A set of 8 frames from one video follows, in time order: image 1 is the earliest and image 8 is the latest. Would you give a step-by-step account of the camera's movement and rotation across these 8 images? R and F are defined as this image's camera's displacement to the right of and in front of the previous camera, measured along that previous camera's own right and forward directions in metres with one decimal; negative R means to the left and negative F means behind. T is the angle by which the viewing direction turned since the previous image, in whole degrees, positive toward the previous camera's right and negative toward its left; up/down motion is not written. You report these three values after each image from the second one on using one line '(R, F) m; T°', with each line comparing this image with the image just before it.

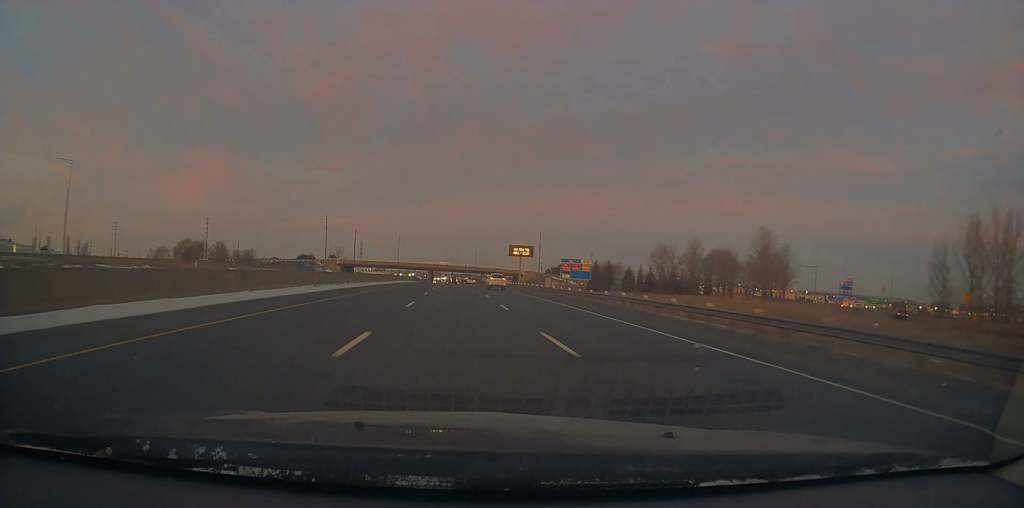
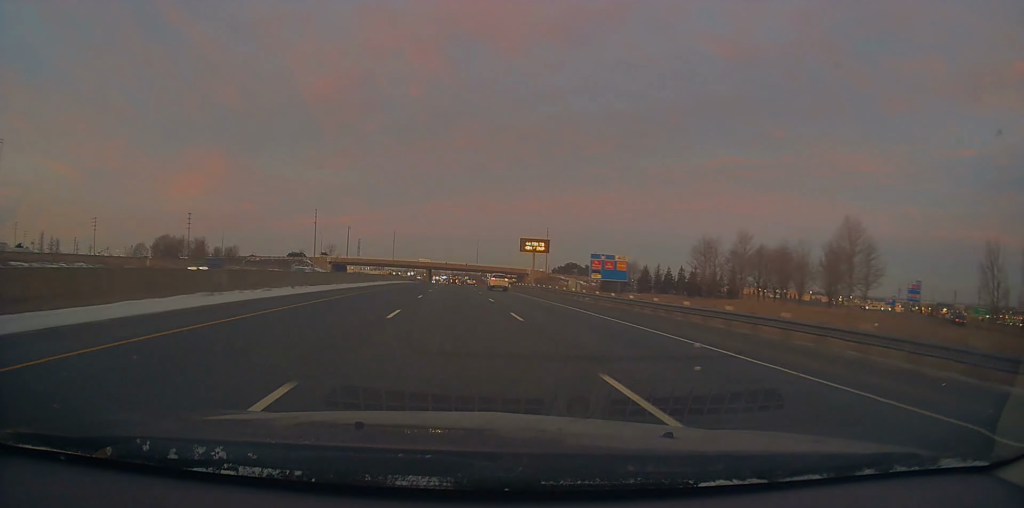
(-0.2, +16.9) m; 0°
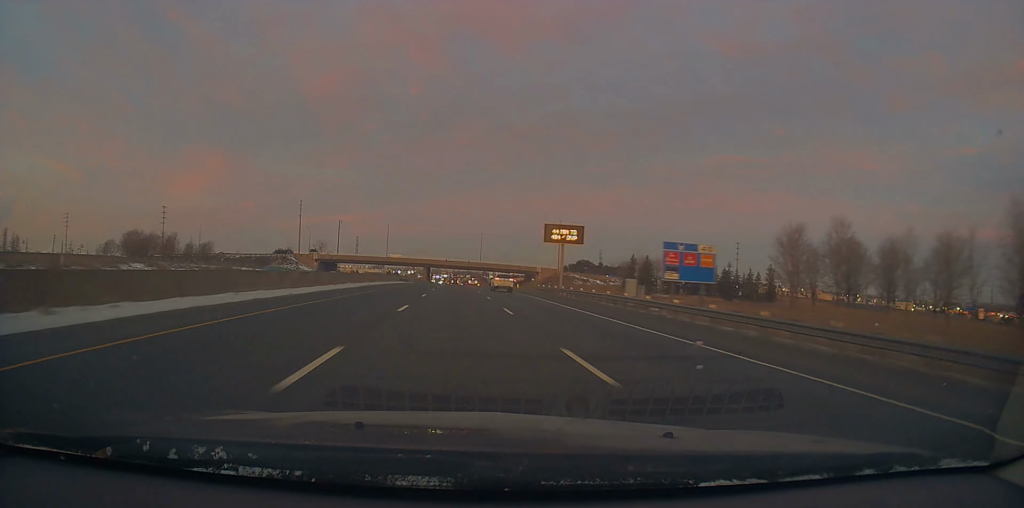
(+0.1, +21.4) m; +1°
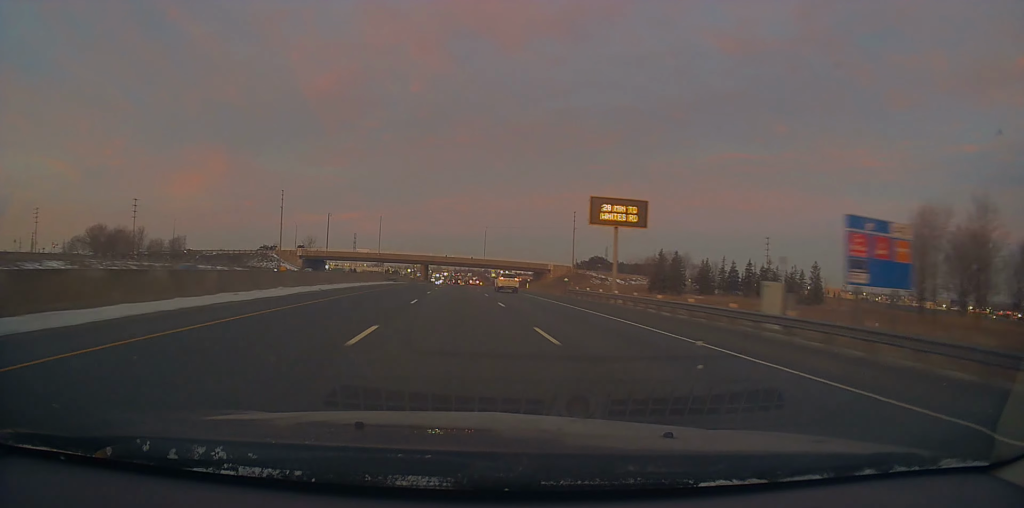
(+0.1, +20.3) m; 0°
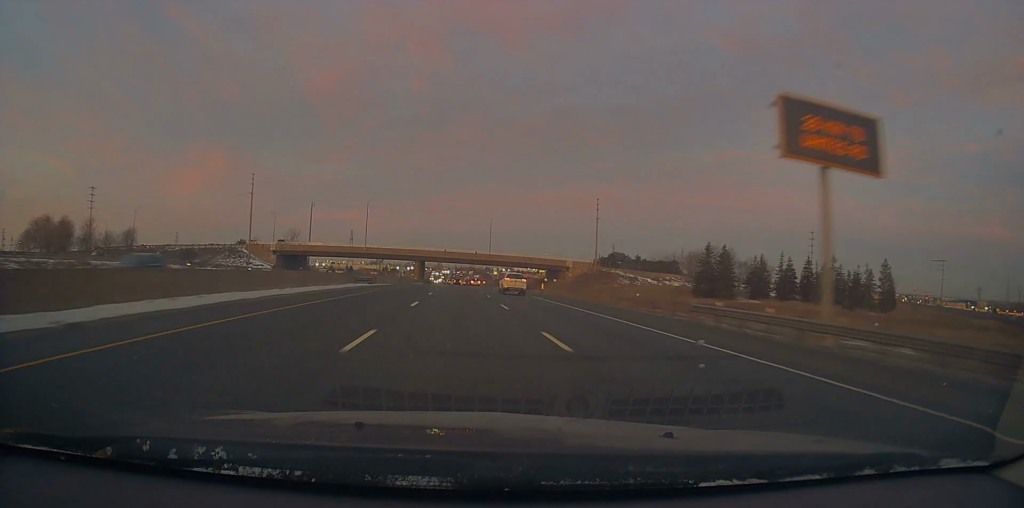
(+0.2, +25.0) m; 0°
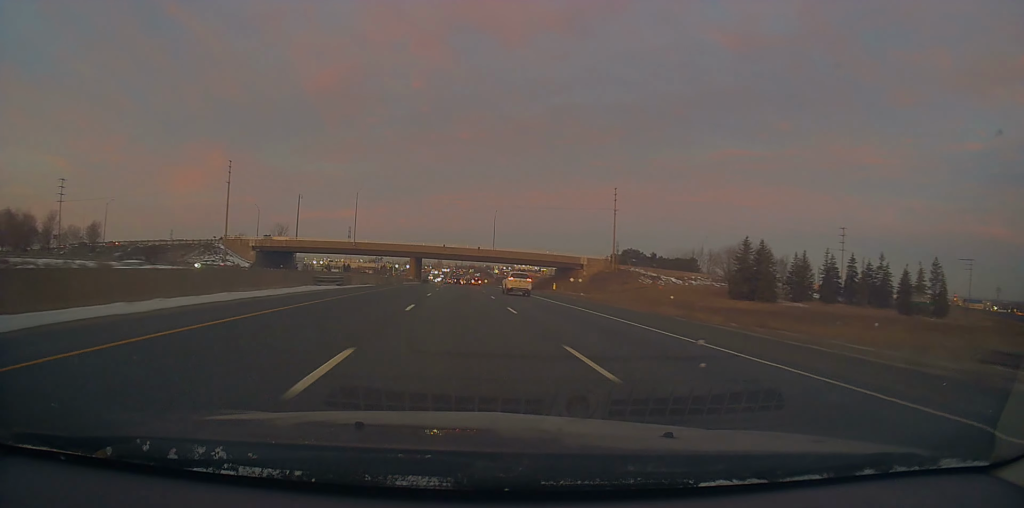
(-0.1, +14.8) m; 0°
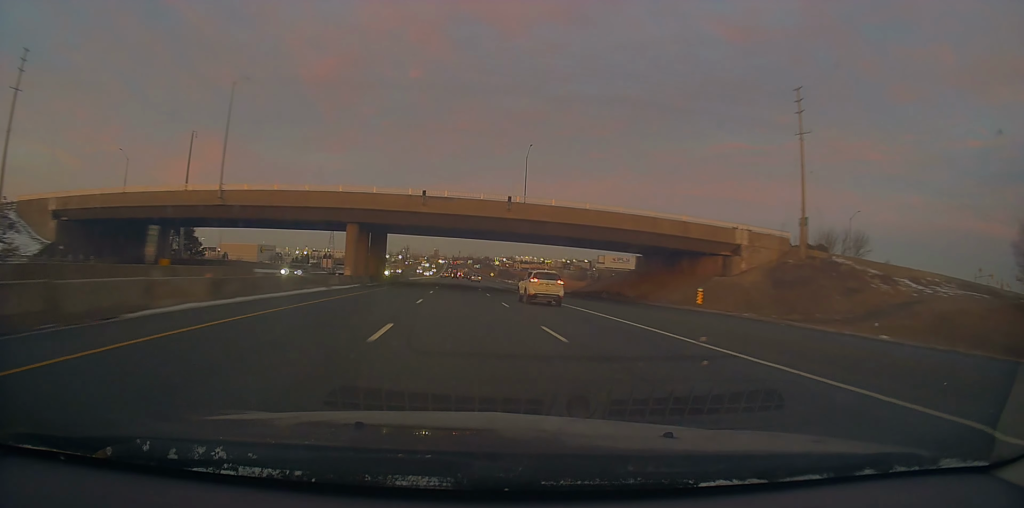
(+0.5, +68.4) m; 0°
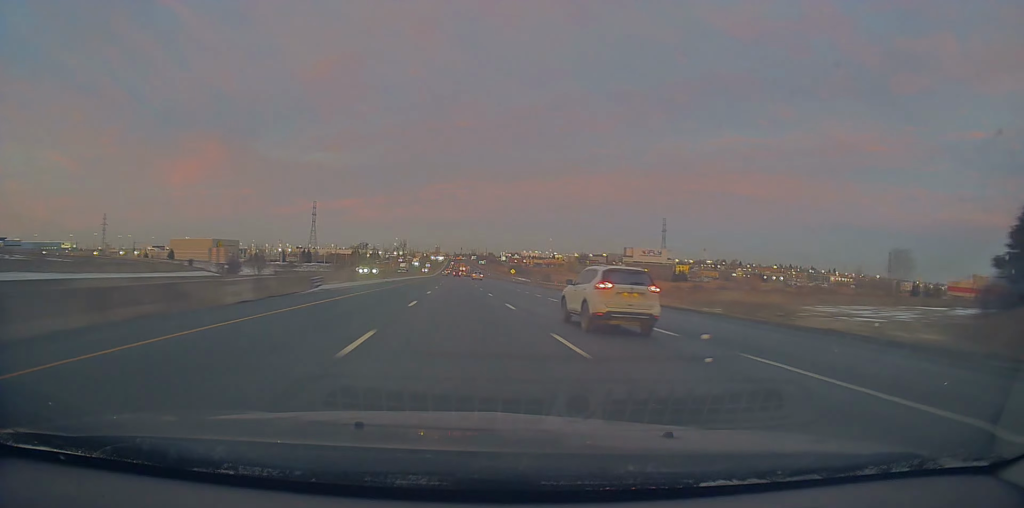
(-0.8, +73.6) m; 0°
